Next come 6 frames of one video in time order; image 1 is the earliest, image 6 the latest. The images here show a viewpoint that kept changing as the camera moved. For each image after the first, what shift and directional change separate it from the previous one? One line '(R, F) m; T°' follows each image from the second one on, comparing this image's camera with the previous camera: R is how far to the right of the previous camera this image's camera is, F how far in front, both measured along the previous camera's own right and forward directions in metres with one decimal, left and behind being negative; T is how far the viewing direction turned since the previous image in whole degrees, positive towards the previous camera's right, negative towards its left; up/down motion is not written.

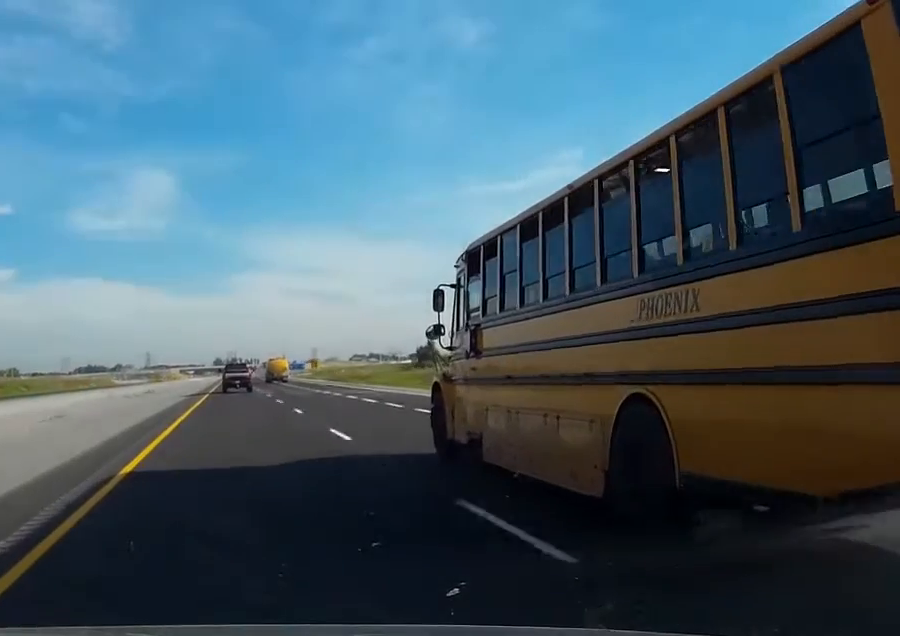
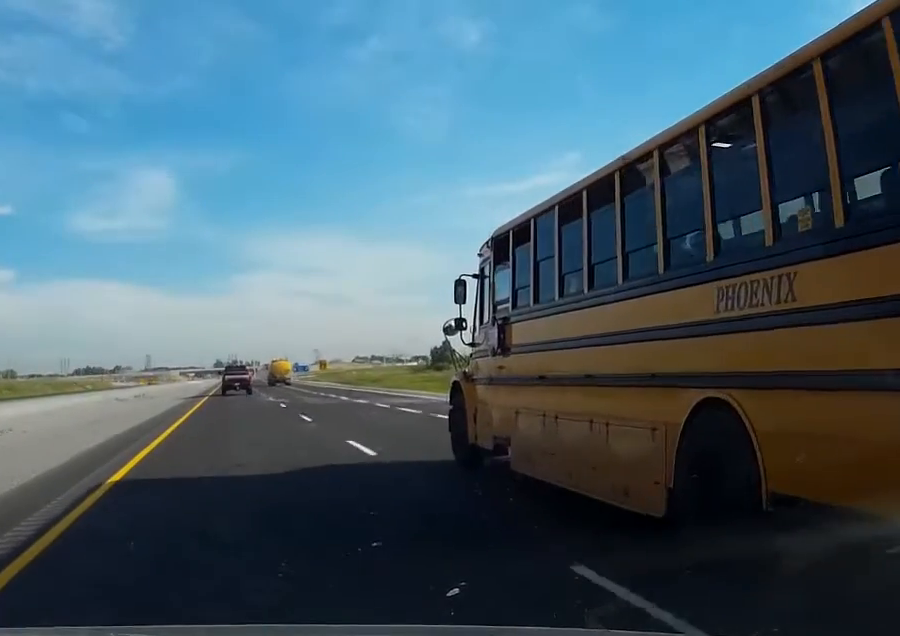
(0.0, +15.3) m; 0°
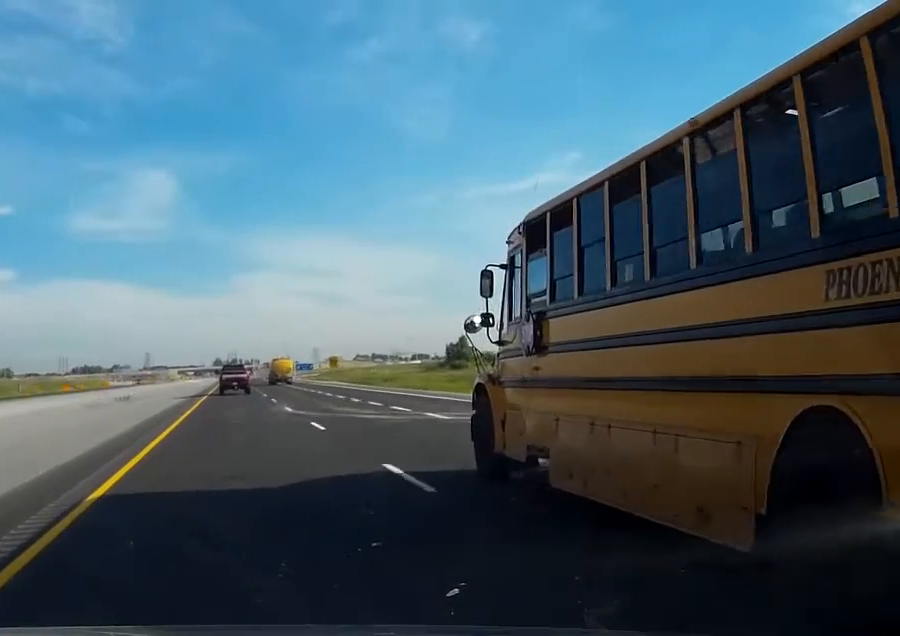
(0.0, +16.4) m; 0°
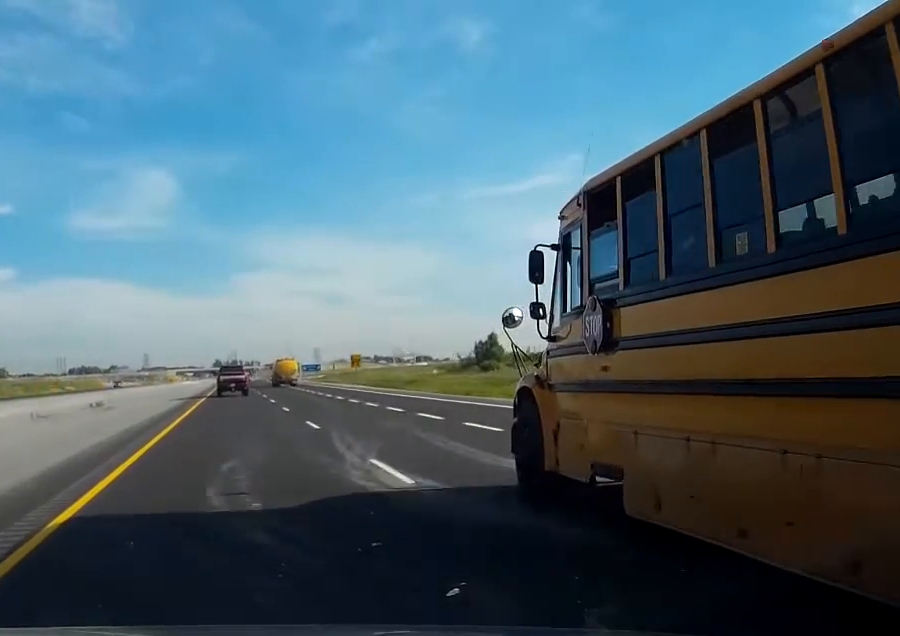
(0.0, +22.9) m; 0°
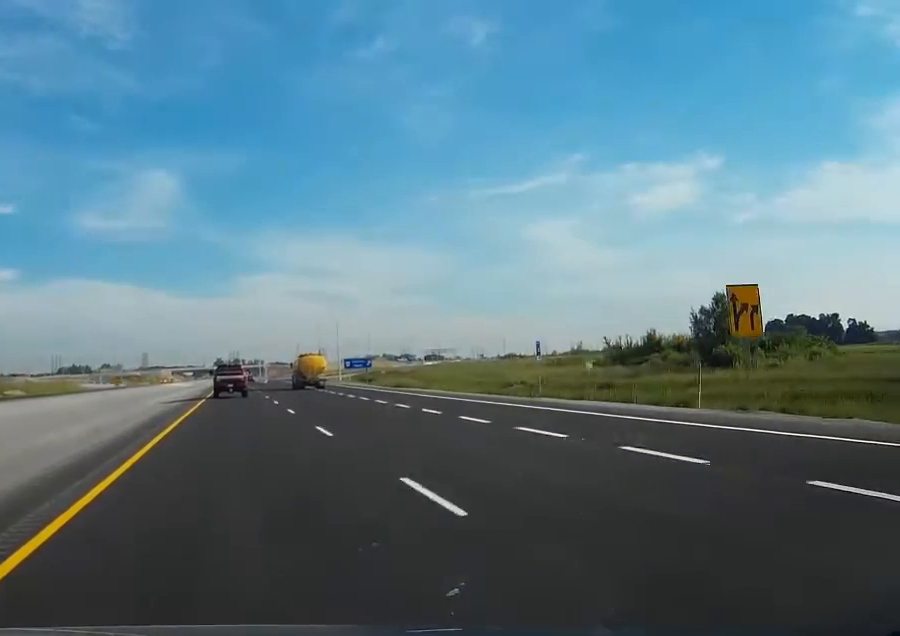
(-0.3, +85.8) m; 0°
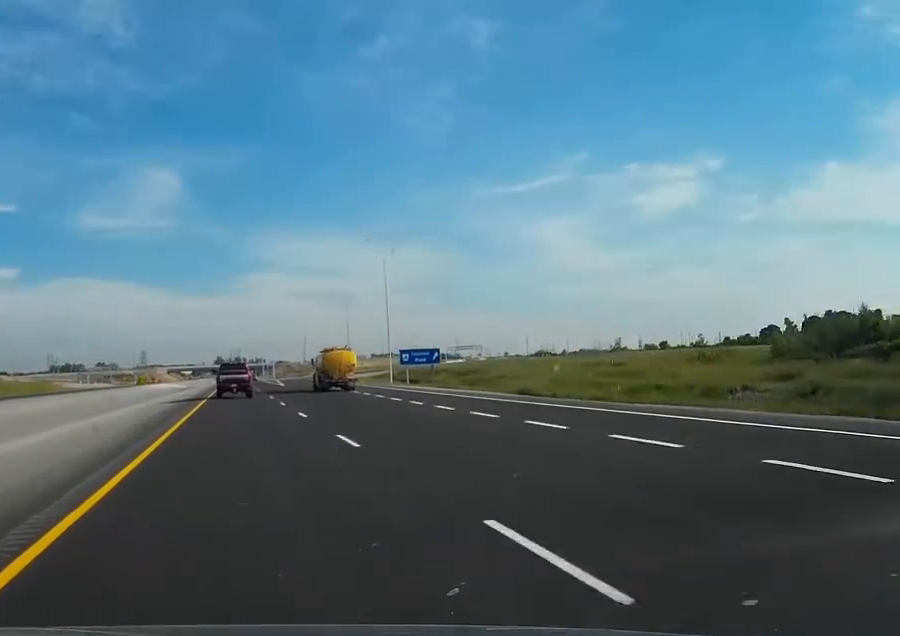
(+0.1, +51.0) m; 0°
